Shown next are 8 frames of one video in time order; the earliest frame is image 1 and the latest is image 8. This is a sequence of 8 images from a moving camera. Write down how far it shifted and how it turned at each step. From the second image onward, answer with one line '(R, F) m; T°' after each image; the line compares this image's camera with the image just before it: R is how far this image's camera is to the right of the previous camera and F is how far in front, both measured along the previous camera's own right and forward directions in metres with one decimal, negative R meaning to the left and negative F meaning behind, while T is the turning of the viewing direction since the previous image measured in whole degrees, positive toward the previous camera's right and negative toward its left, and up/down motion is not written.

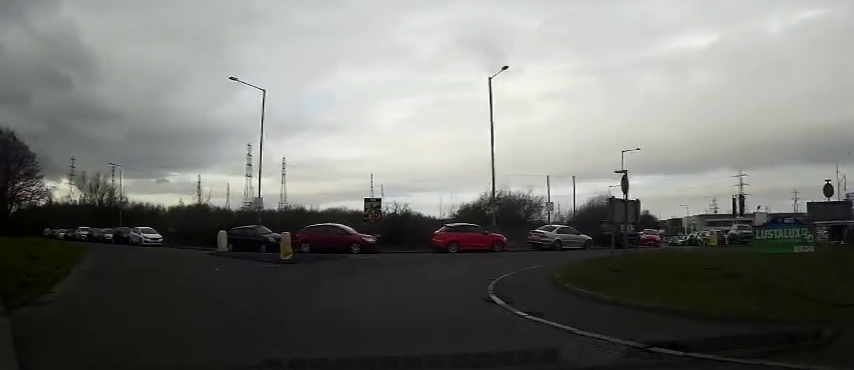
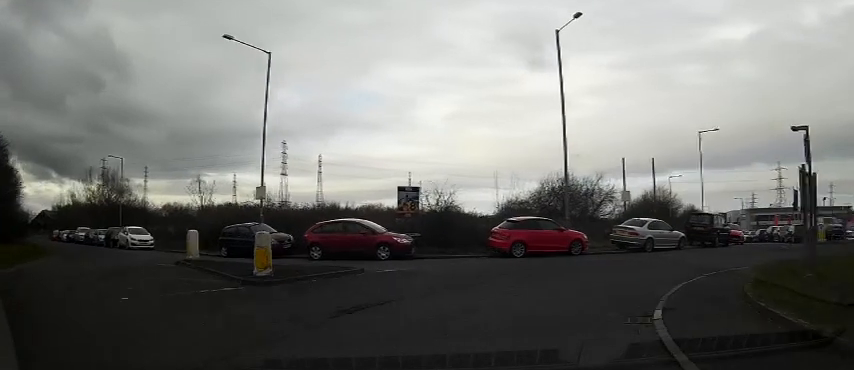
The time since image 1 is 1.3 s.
(-0.4, +6.4) m; +2°
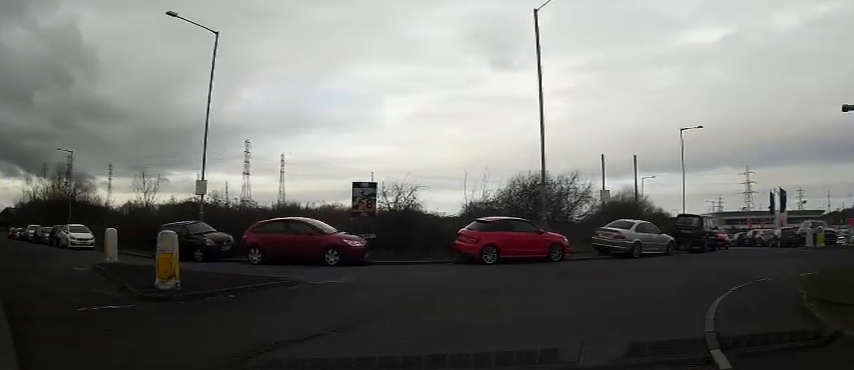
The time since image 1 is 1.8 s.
(+0.1, +2.3) m; +4°
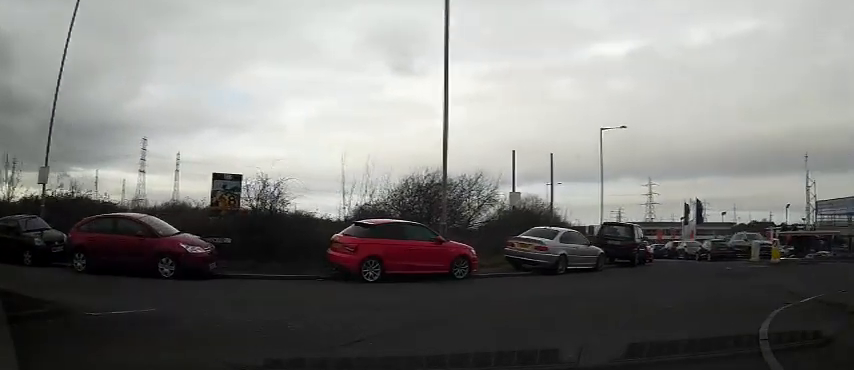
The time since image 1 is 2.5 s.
(+0.1, +3.8) m; +9°
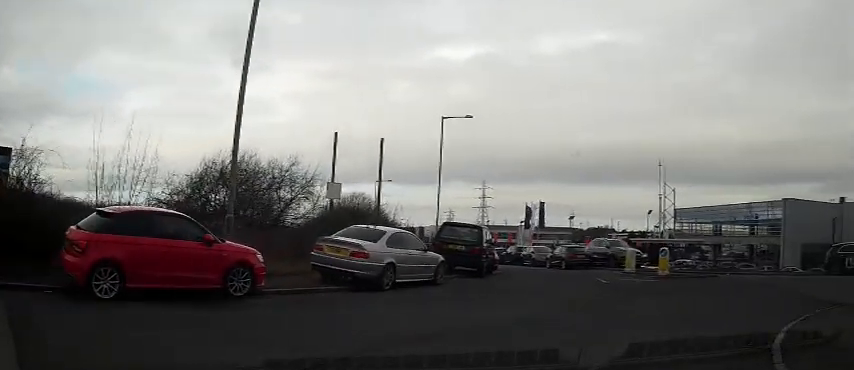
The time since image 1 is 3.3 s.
(+0.4, +3.8) m; +17°
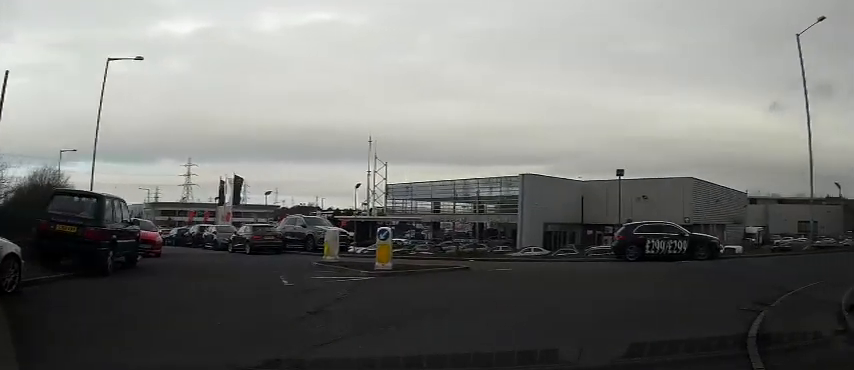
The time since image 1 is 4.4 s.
(+1.5, +5.1) m; +36°
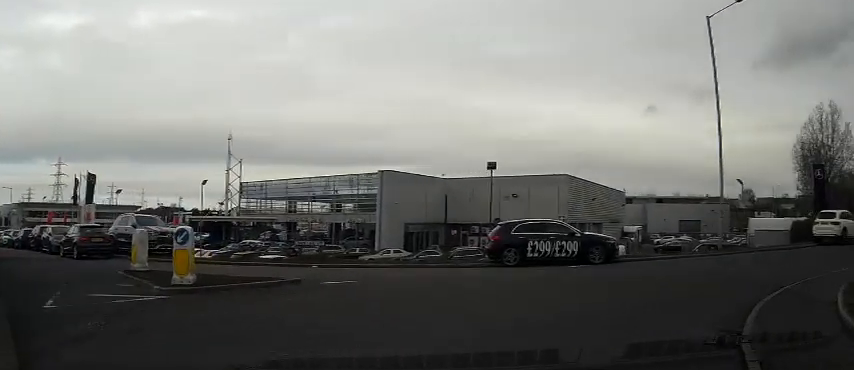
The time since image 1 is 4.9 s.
(+0.3, +2.6) m; +18°
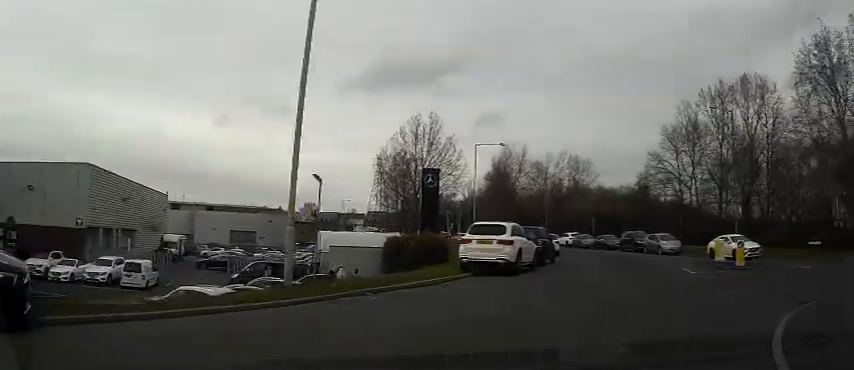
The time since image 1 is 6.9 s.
(+4.9, +9.3) m; +50°
